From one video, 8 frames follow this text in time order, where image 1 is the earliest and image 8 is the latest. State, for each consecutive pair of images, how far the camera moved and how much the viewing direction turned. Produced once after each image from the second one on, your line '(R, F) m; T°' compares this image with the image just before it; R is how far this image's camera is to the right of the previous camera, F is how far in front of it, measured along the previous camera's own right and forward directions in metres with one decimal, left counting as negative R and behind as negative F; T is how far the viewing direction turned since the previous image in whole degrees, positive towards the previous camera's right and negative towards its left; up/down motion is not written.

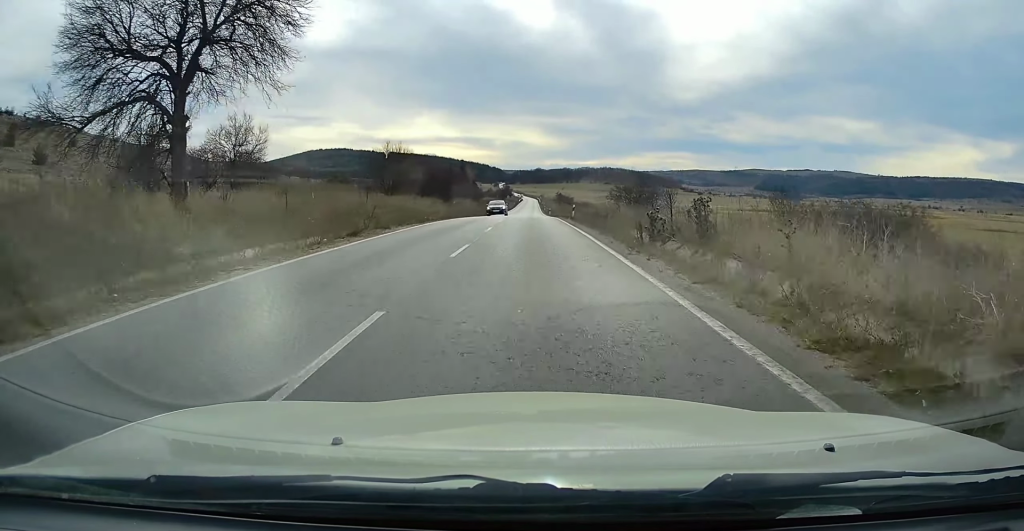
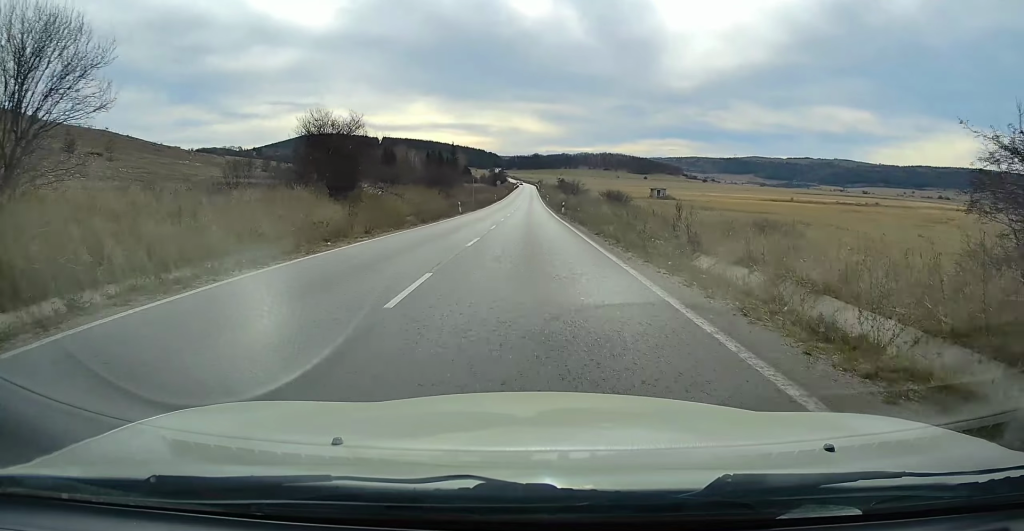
(+0.3, +41.1) m; 0°
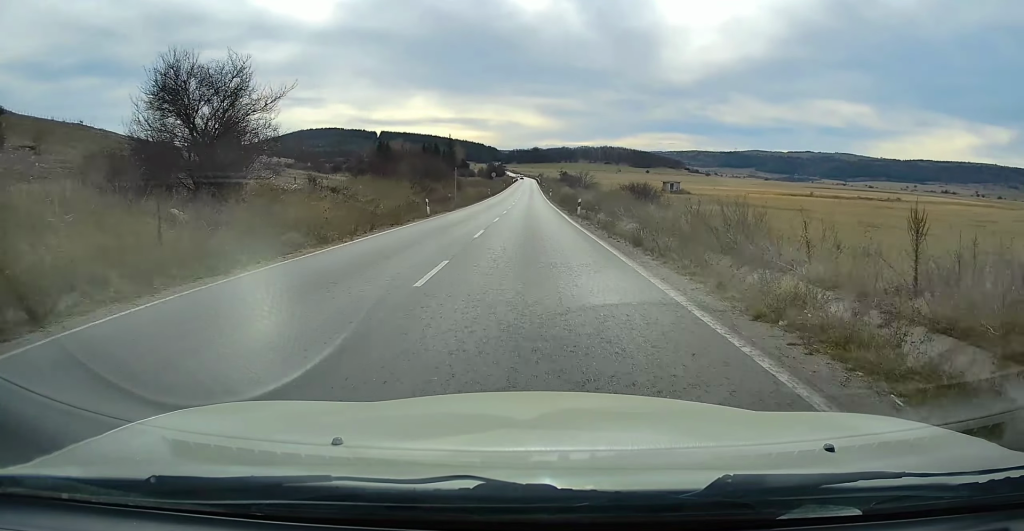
(0.0, +16.0) m; 0°
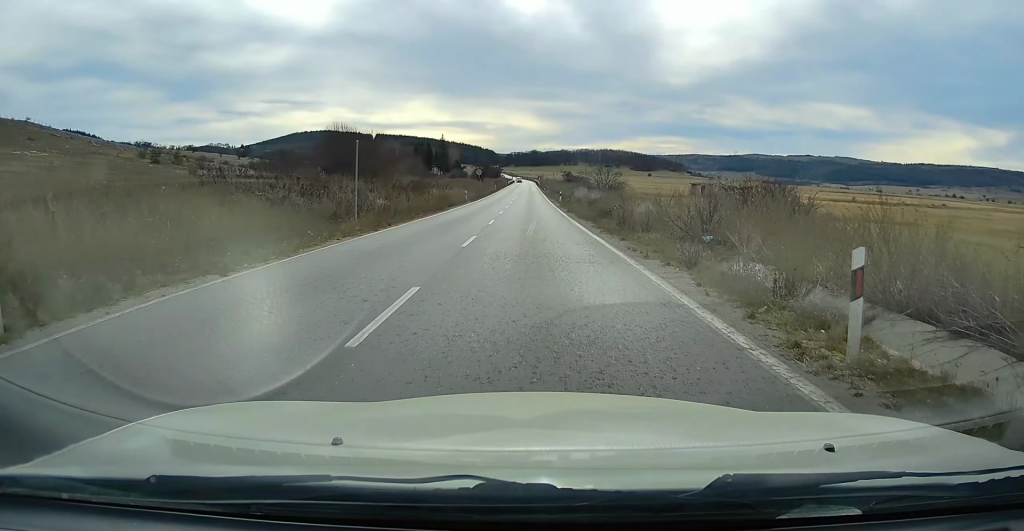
(0.0, +29.4) m; 0°
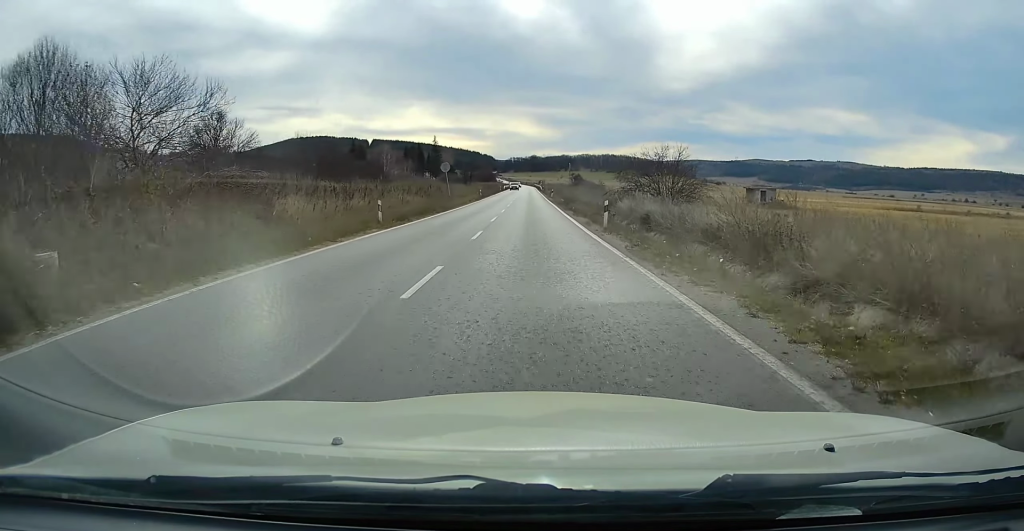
(0.0, +32.3) m; 0°
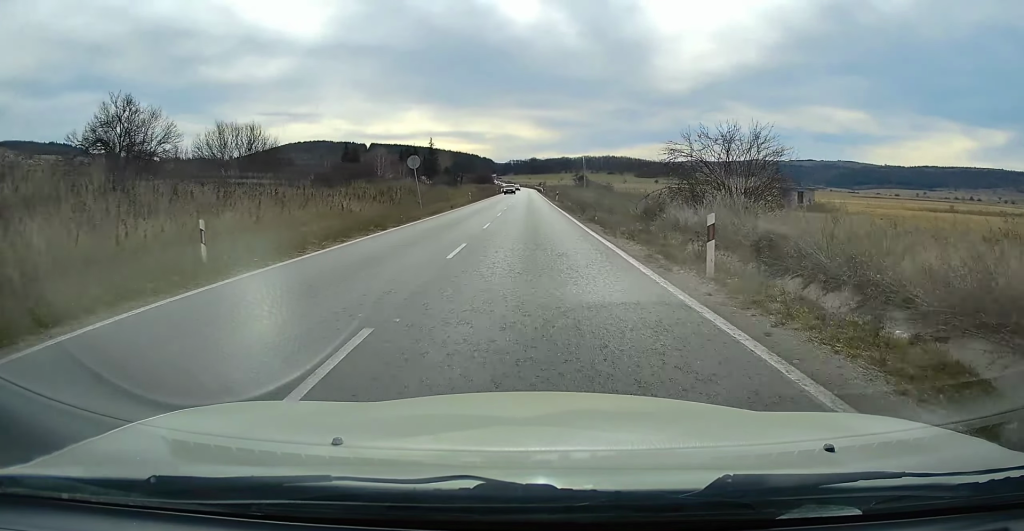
(0.0, +13.6) m; 0°
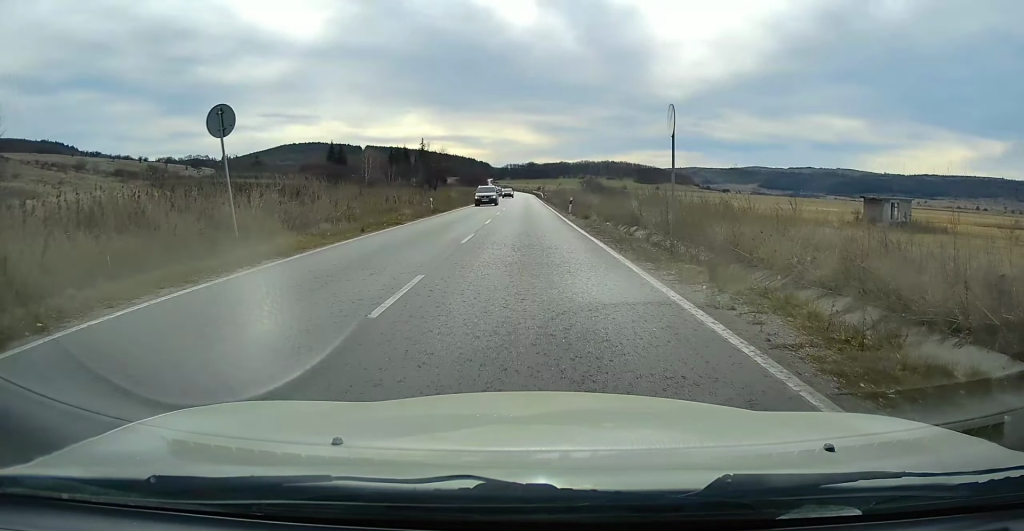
(0.0, +22.6) m; 0°
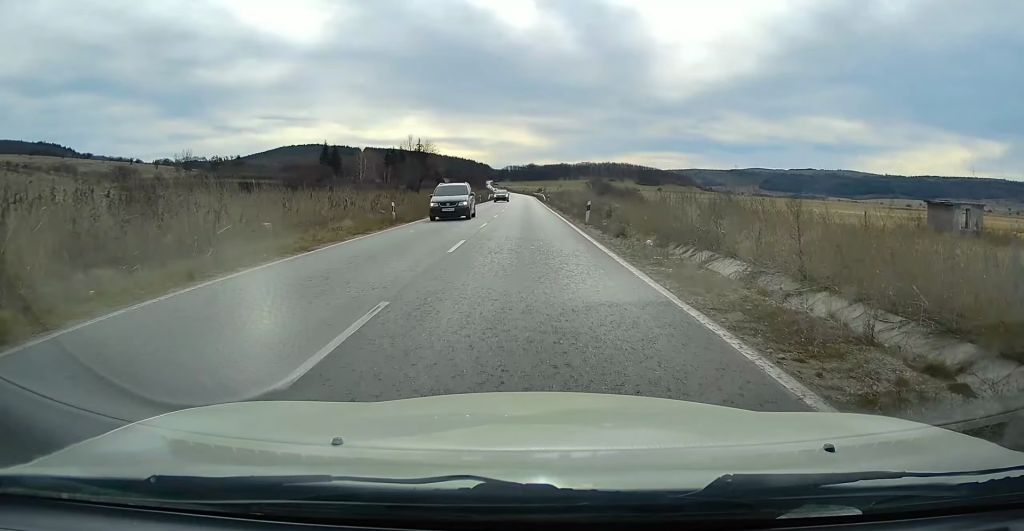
(0.0, +10.9) m; 0°
